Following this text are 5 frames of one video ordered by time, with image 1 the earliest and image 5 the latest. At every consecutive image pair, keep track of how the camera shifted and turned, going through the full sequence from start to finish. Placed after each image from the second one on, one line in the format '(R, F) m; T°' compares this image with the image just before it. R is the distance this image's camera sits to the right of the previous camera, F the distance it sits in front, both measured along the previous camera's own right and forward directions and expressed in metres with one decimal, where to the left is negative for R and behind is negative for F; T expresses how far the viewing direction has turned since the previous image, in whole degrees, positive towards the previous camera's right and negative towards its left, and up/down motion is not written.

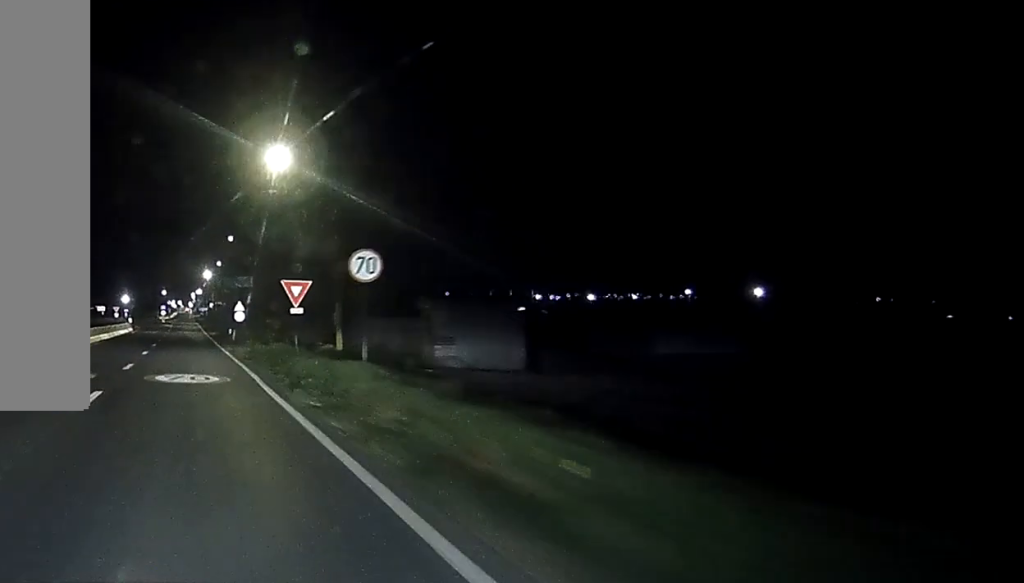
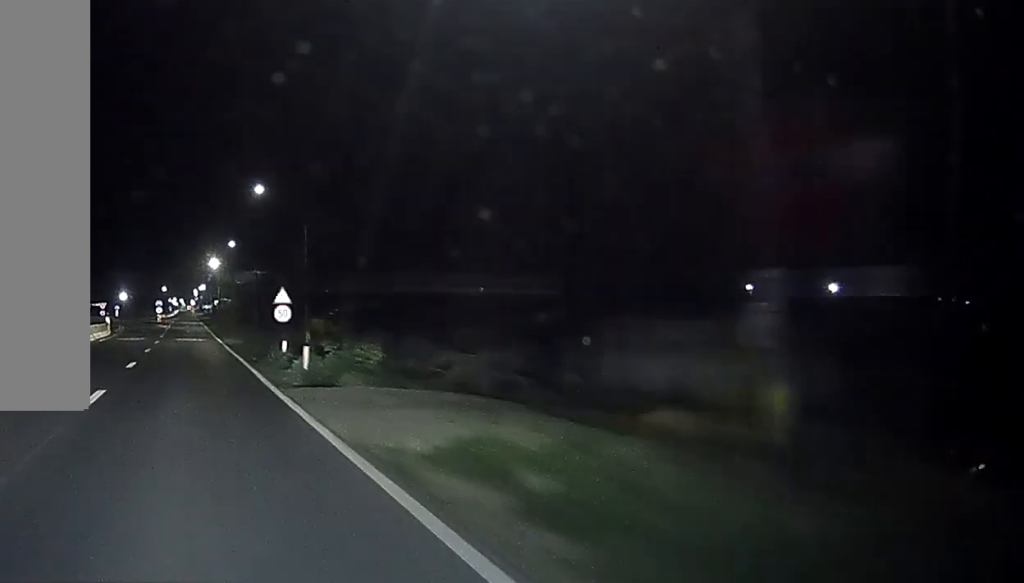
(0.0, +30.0) m; 0°
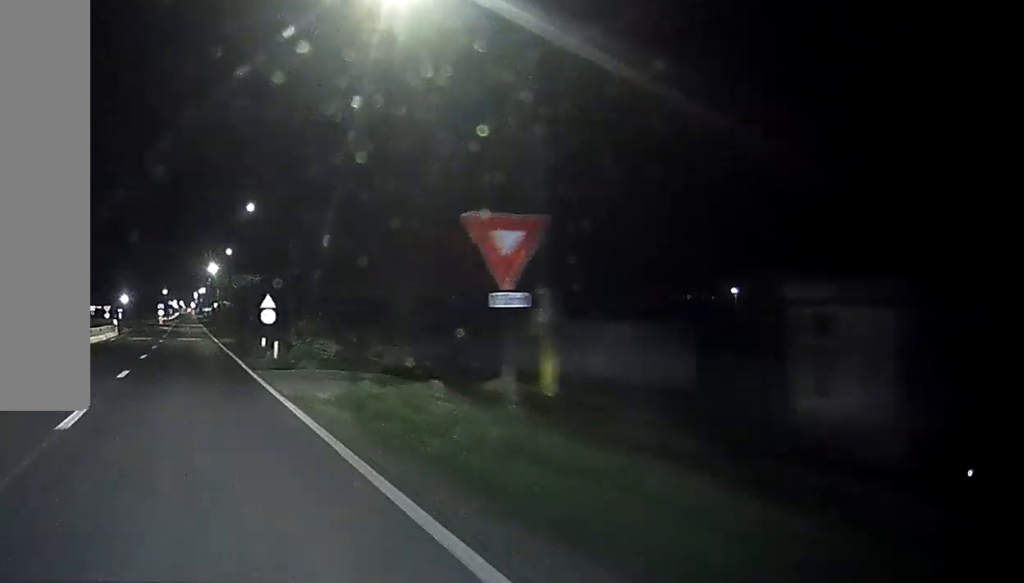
(0.0, +10.4) m; 0°
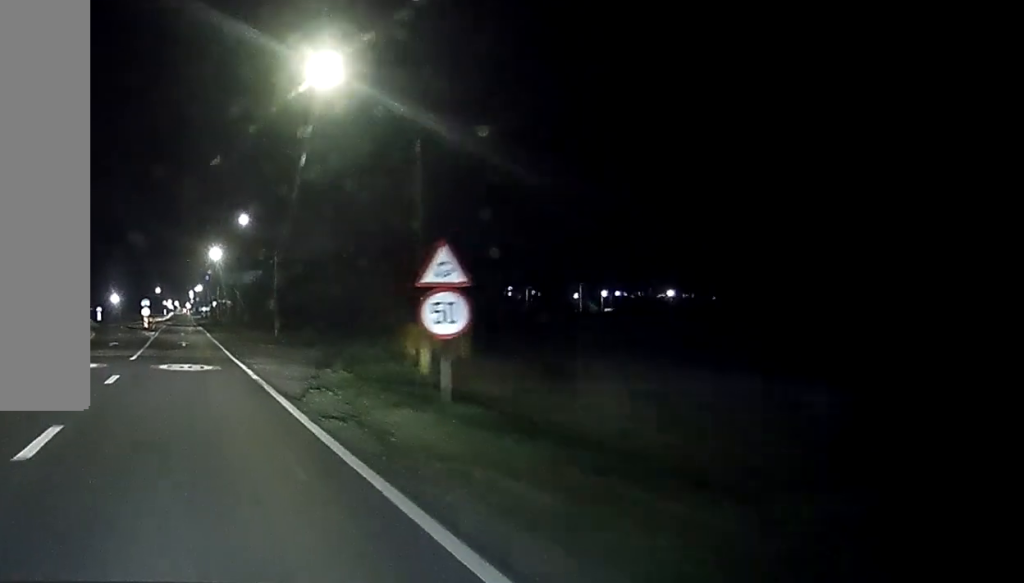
(+0.1, +35.5) m; +1°
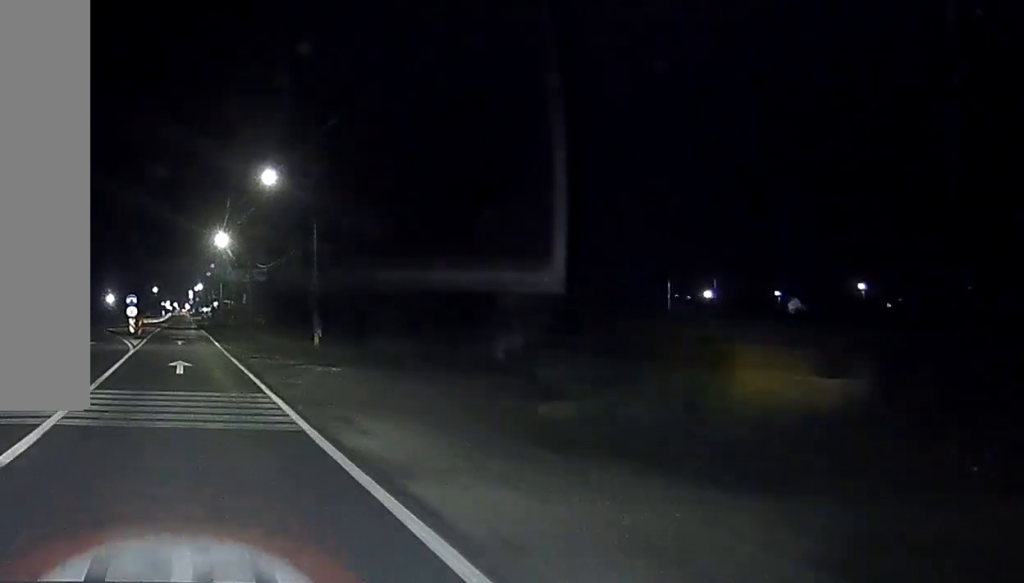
(0.0, +23.7) m; 0°
